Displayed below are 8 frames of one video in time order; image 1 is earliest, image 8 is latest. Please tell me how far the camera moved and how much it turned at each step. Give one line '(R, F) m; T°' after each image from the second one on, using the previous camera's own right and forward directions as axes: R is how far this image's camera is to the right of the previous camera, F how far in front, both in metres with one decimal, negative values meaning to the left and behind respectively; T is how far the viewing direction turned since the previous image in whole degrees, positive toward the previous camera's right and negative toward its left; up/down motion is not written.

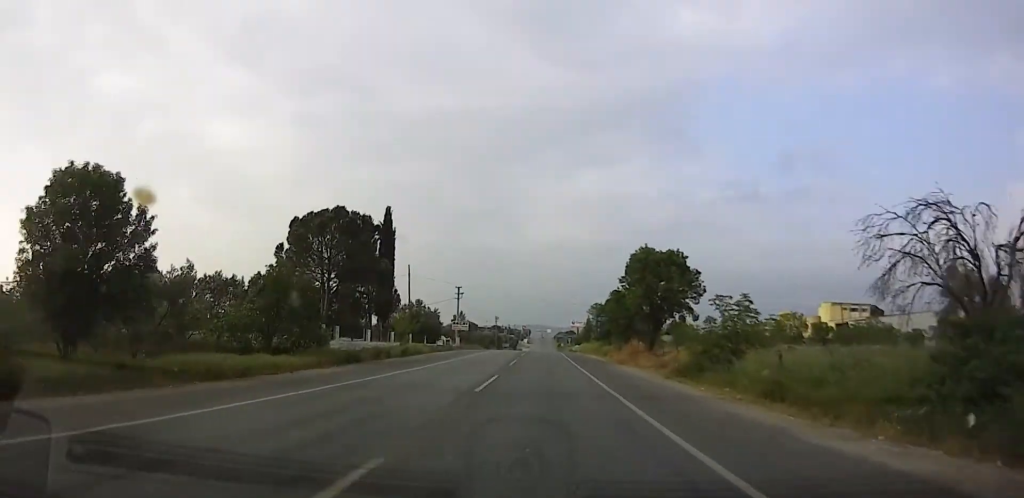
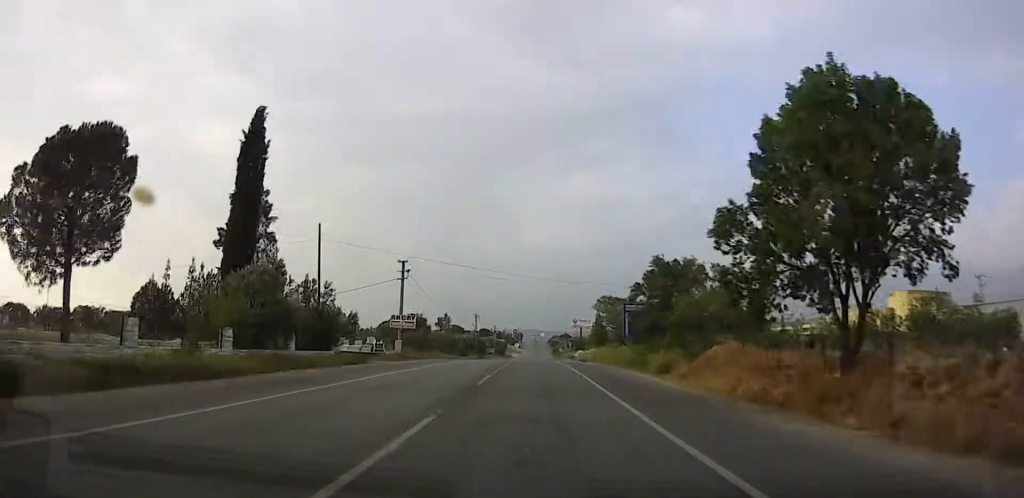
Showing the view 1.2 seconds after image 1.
(-0.4, +27.2) m; 0°
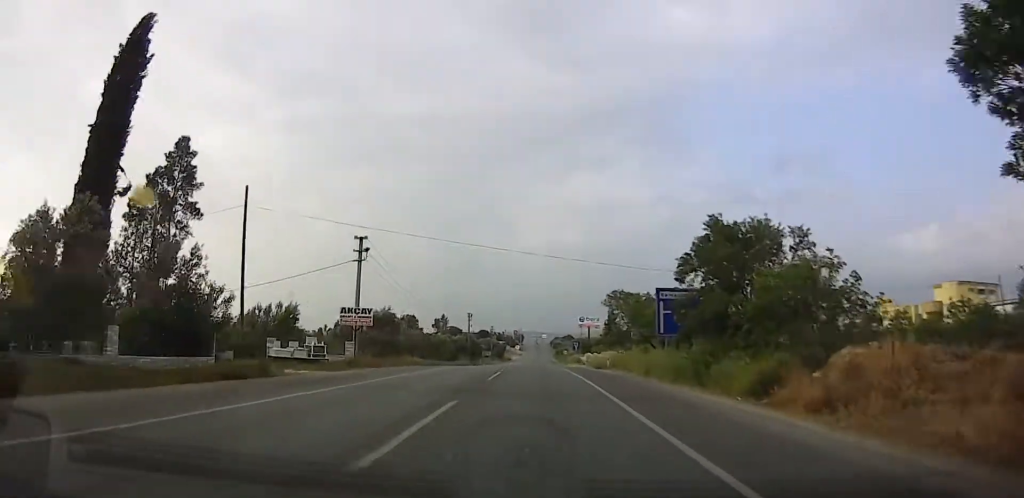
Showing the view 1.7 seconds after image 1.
(-0.2, +12.2) m; +1°
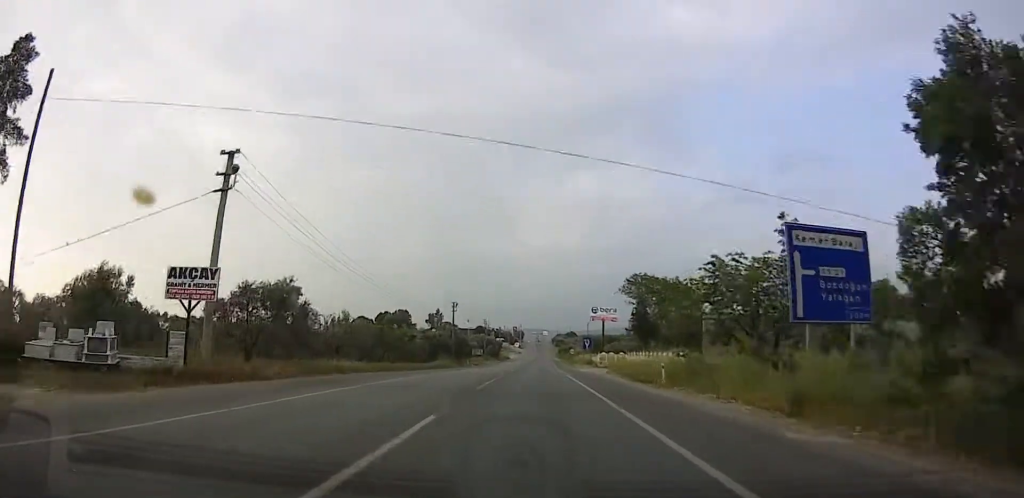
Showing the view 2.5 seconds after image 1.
(+0.8, +17.7) m; +1°
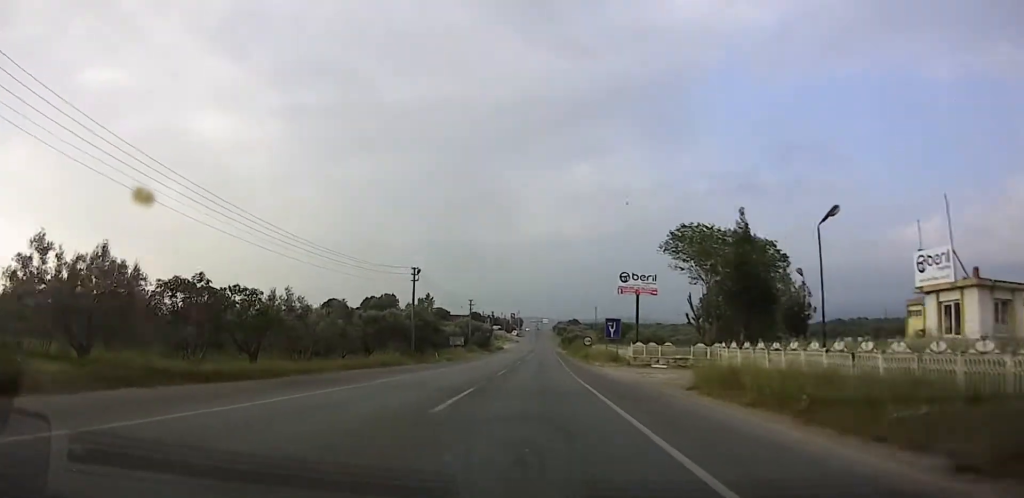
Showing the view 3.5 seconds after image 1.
(-0.4, +24.6) m; -1°
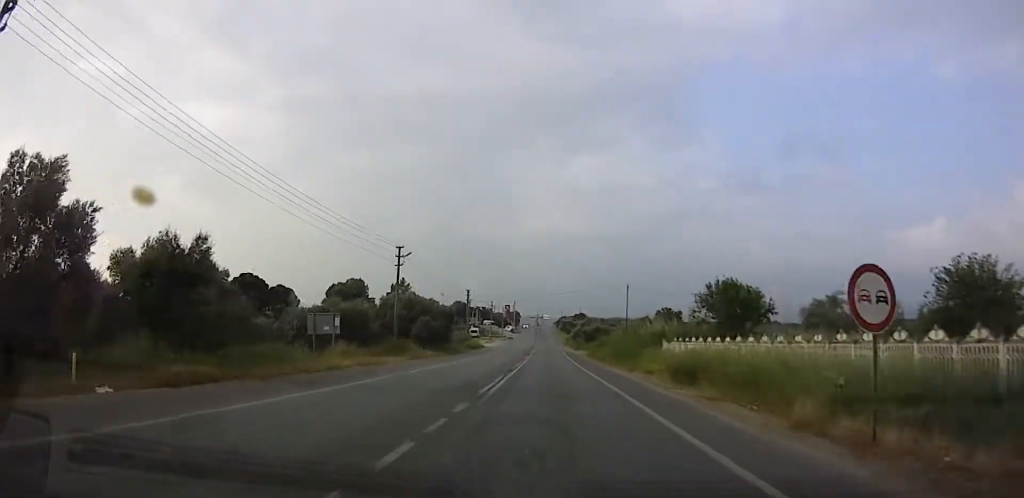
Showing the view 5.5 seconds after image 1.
(-0.4, +46.8) m; -1°
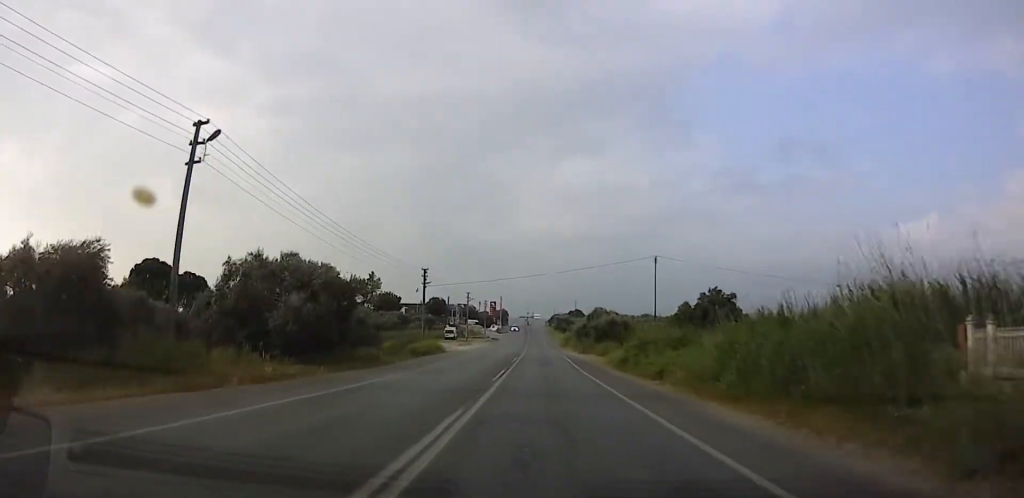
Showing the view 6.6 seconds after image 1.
(0.0, +27.7) m; +1°
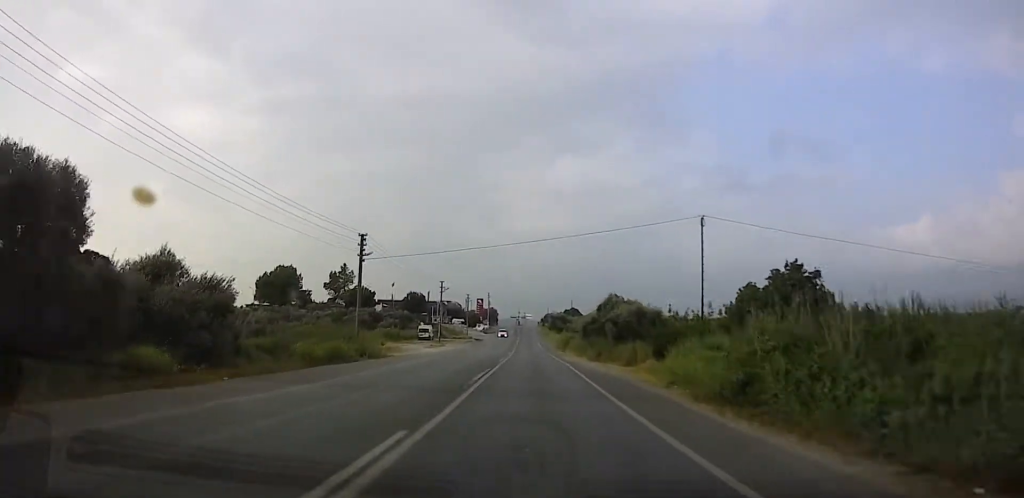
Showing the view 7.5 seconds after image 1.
(+0.5, +19.1) m; +2°
